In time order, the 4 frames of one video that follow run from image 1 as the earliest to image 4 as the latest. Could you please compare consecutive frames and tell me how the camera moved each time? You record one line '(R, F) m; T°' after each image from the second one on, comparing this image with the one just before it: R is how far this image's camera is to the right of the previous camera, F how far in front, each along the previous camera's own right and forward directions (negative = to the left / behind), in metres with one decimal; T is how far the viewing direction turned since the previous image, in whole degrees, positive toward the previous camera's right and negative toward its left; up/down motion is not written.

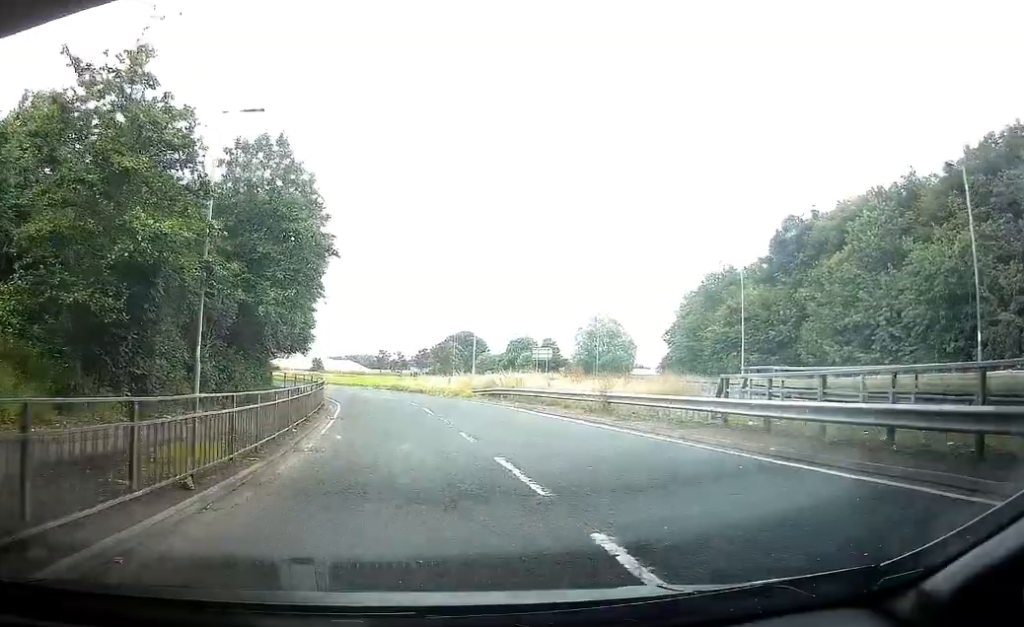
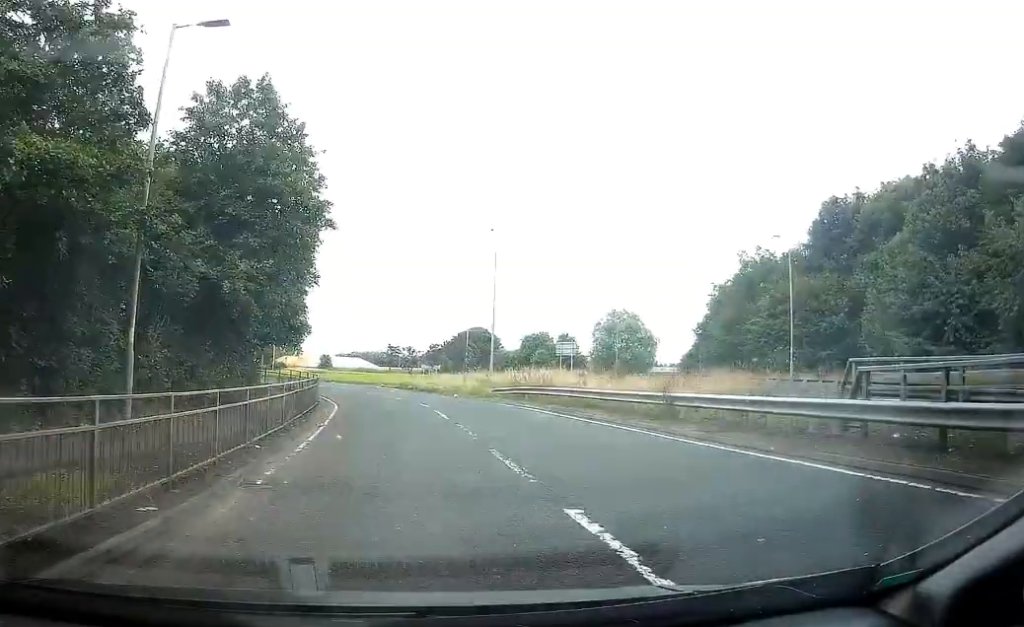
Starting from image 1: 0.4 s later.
(-0.2, +4.4) m; -2°
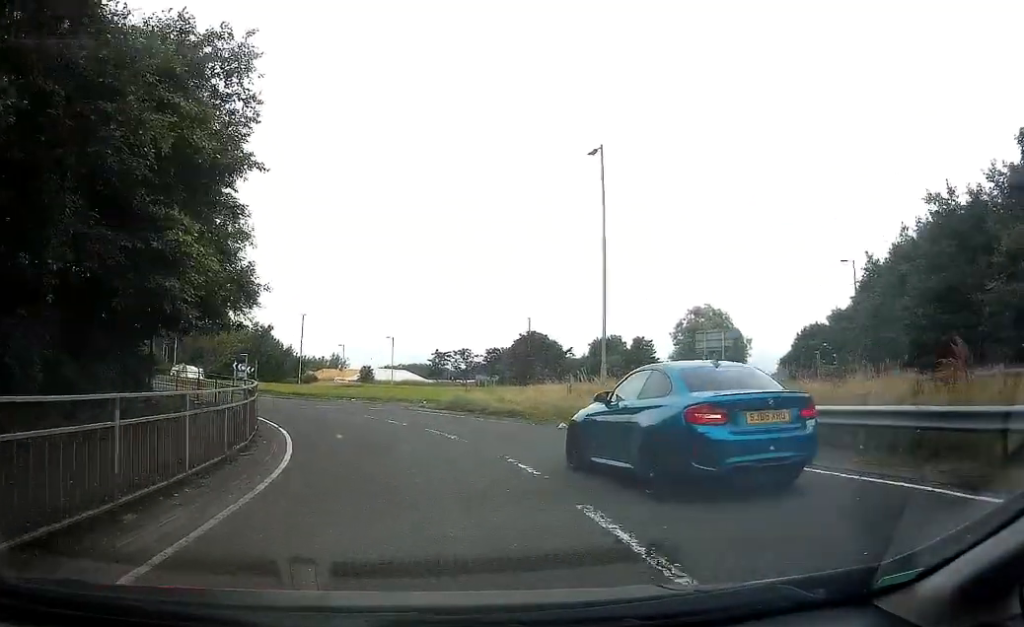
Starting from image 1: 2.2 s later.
(-1.3, +17.3) m; -12°
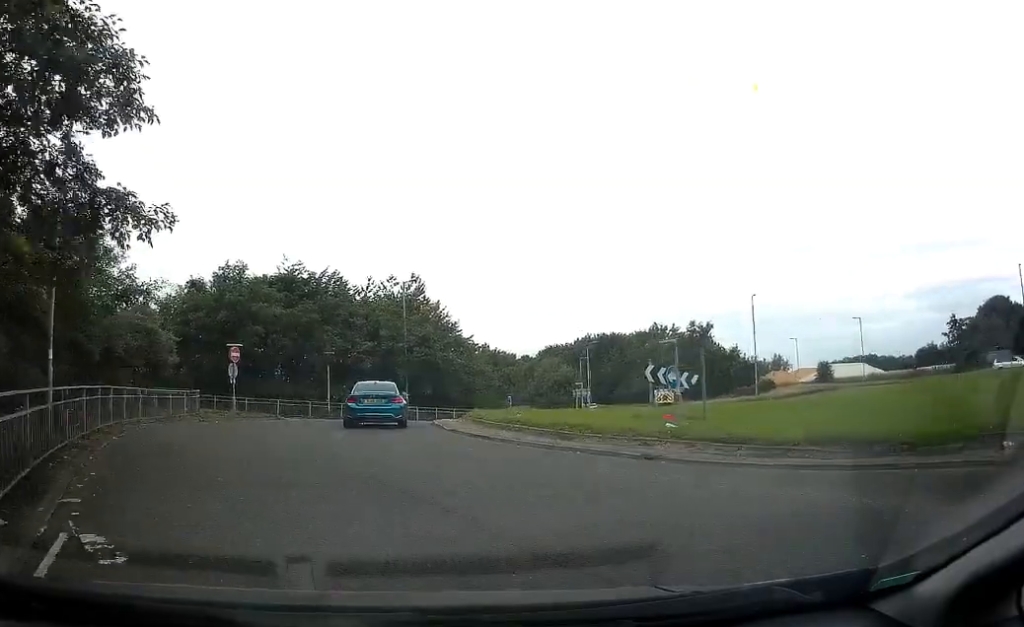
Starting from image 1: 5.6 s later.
(-8.3, +29.3) m; -29°
